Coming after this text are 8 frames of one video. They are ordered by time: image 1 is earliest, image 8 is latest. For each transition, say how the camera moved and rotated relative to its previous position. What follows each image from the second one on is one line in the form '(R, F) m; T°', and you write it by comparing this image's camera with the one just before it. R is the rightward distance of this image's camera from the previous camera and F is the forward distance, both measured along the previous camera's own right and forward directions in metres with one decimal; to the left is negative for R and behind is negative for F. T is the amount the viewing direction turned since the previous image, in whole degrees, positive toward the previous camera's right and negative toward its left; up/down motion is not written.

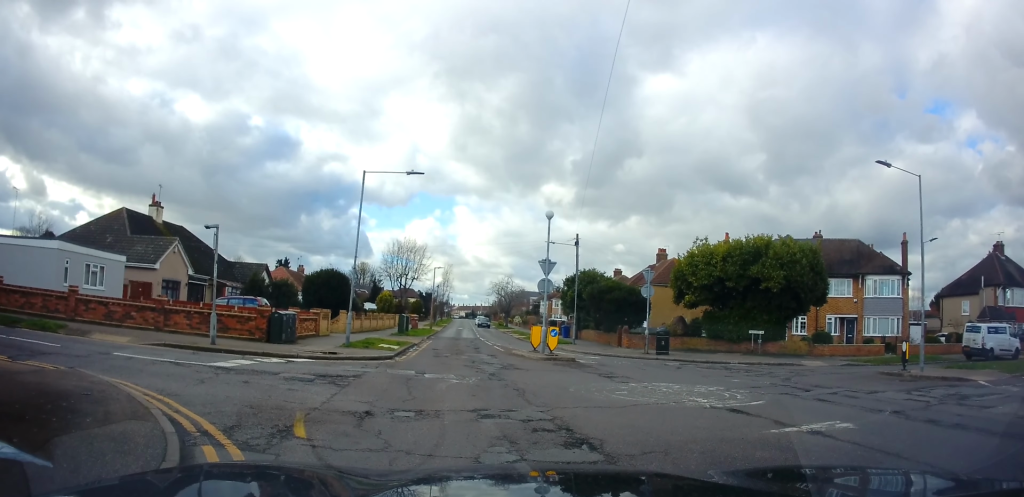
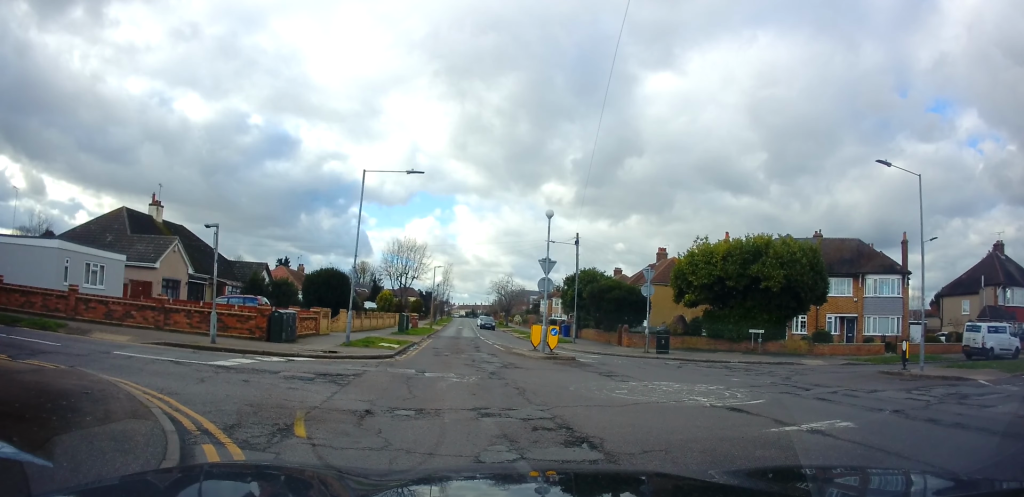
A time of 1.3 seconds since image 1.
(+0.1, +0.2) m; 0°
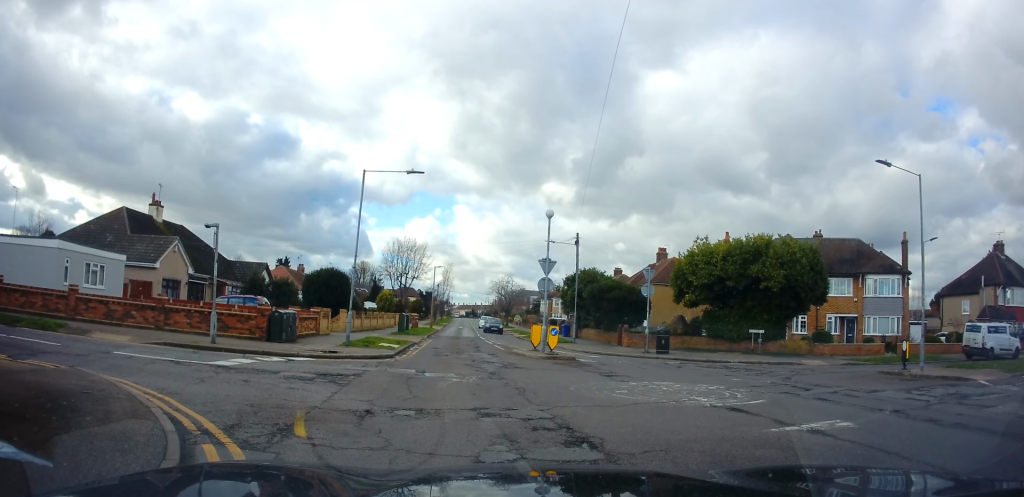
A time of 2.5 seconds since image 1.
(0.0, 0.0) m; 0°
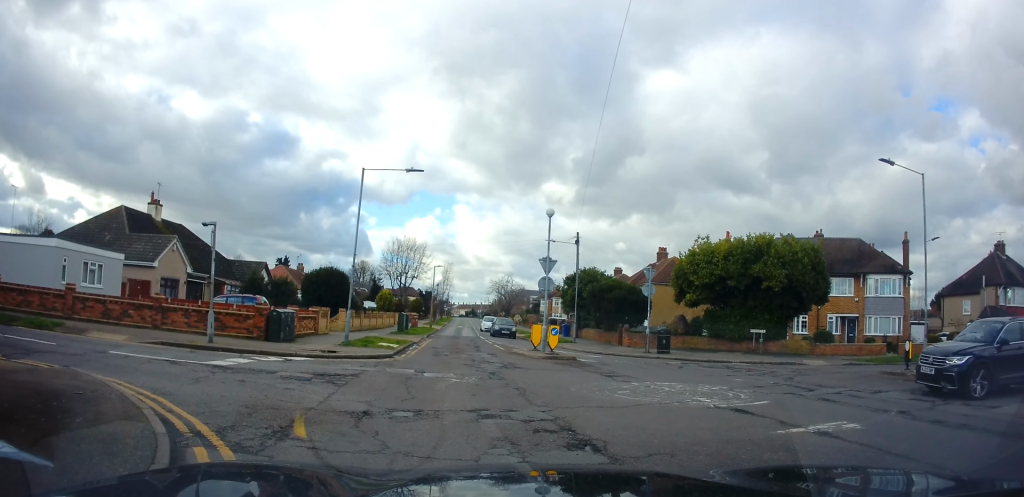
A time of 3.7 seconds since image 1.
(+0.3, +0.2) m; 0°
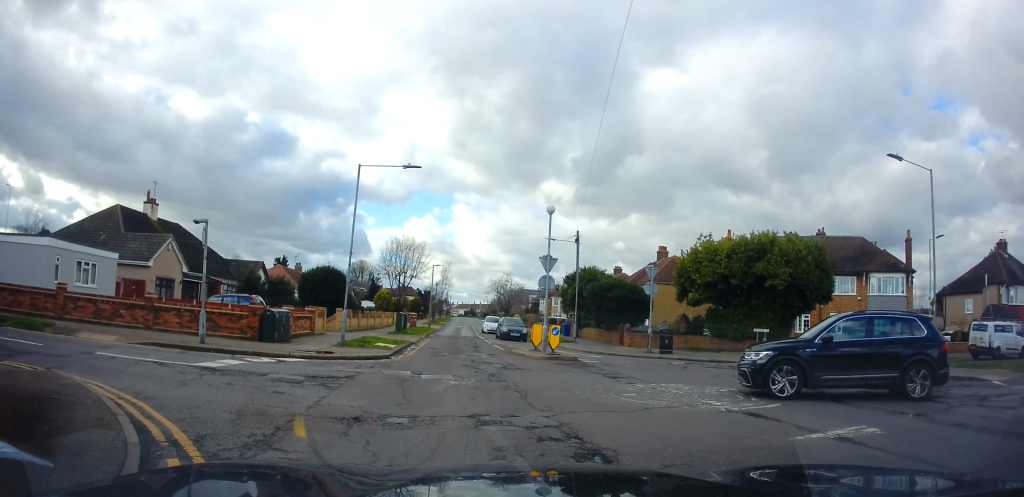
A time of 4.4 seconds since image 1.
(+0.3, +0.3) m; 0°
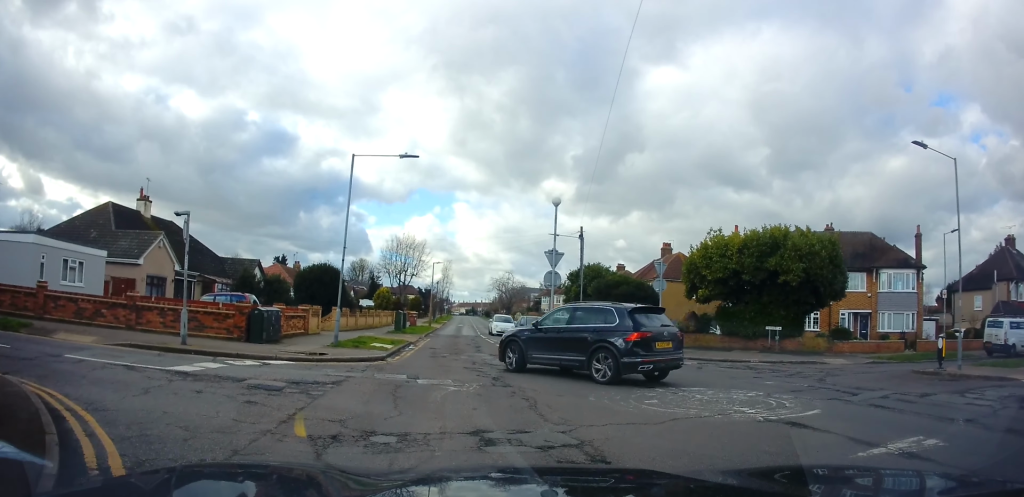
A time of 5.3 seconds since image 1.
(+0.2, +0.9) m; -1°
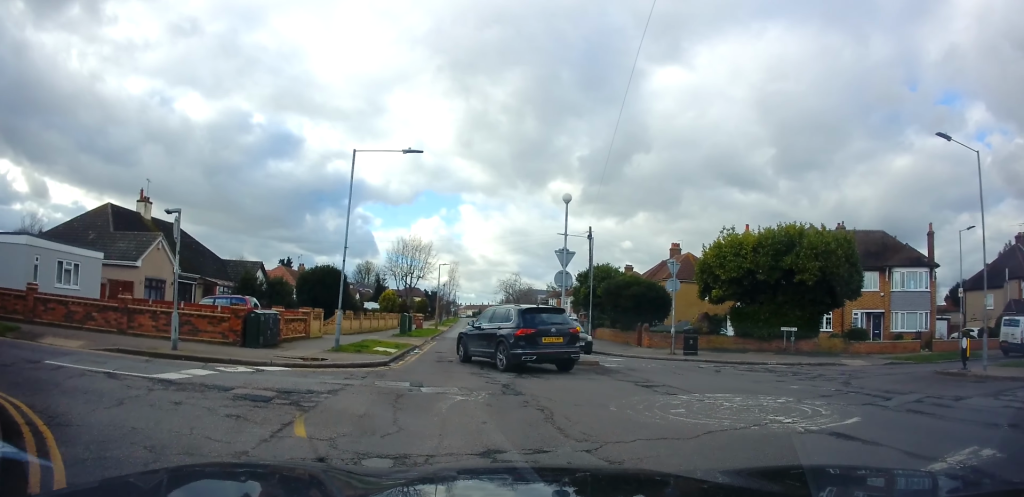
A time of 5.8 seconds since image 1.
(0.0, +0.7) m; -1°
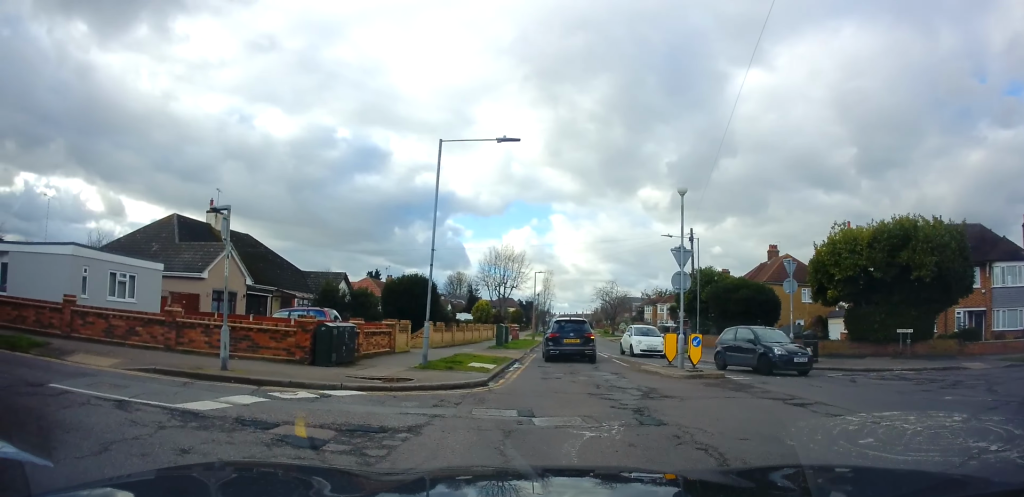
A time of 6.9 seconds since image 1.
(0.0, +2.0) m; -12°
